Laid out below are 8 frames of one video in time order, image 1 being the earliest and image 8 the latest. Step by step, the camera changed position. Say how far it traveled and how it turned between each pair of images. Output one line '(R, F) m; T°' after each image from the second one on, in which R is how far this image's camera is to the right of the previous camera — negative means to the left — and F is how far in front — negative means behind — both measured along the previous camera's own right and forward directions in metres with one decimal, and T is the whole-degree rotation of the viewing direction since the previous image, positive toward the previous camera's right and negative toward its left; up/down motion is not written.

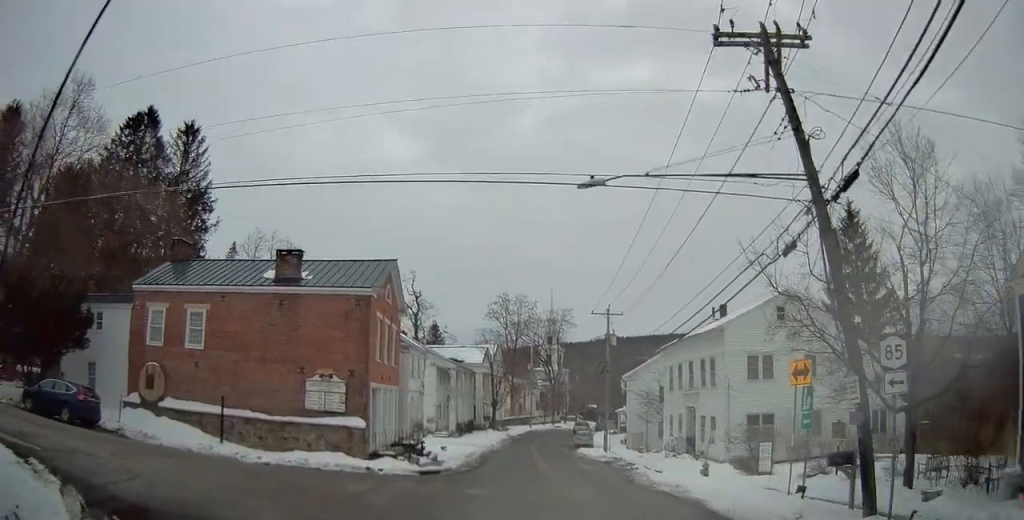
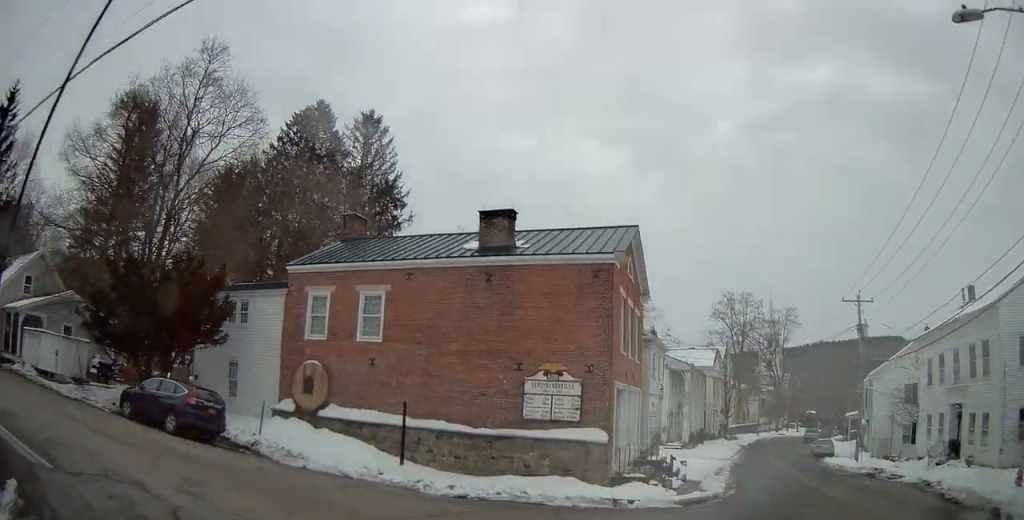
(-0.9, +5.3) m; -22°
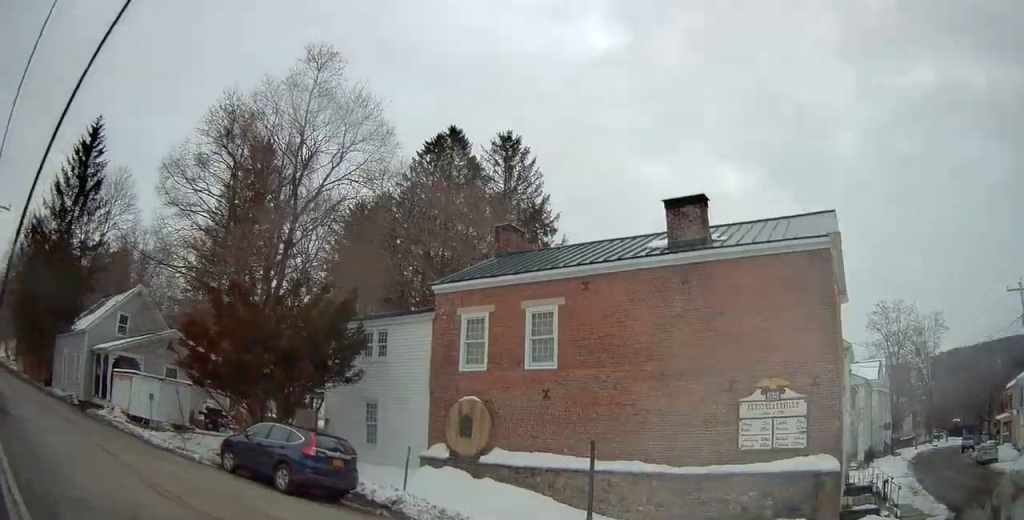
(-0.2, +3.6) m; -9°
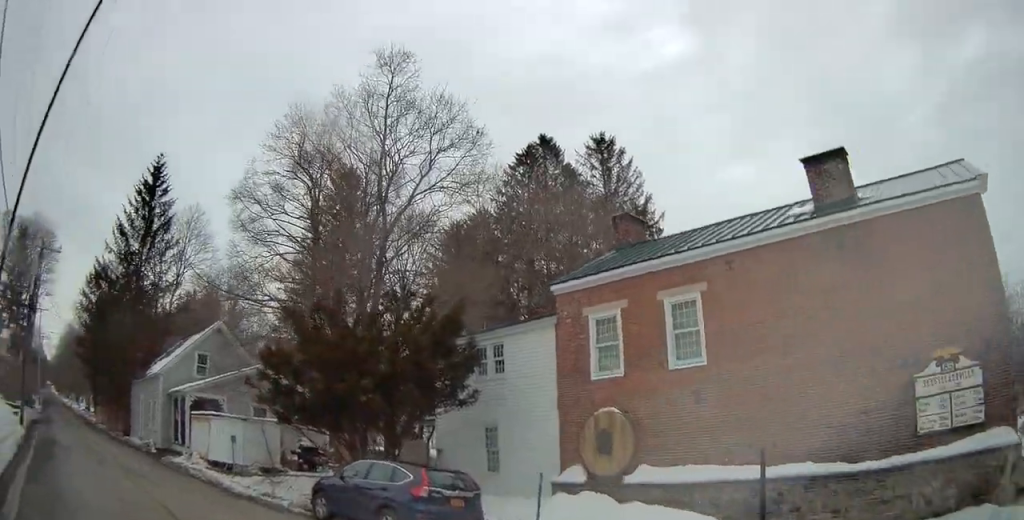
(-0.1, +2.5) m; -6°
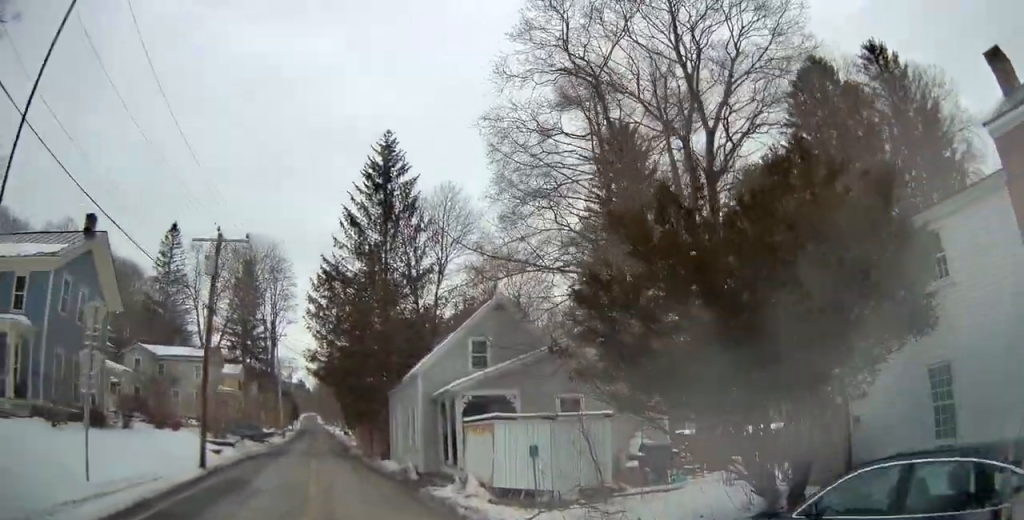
(-1.4, +7.4) m; -22°
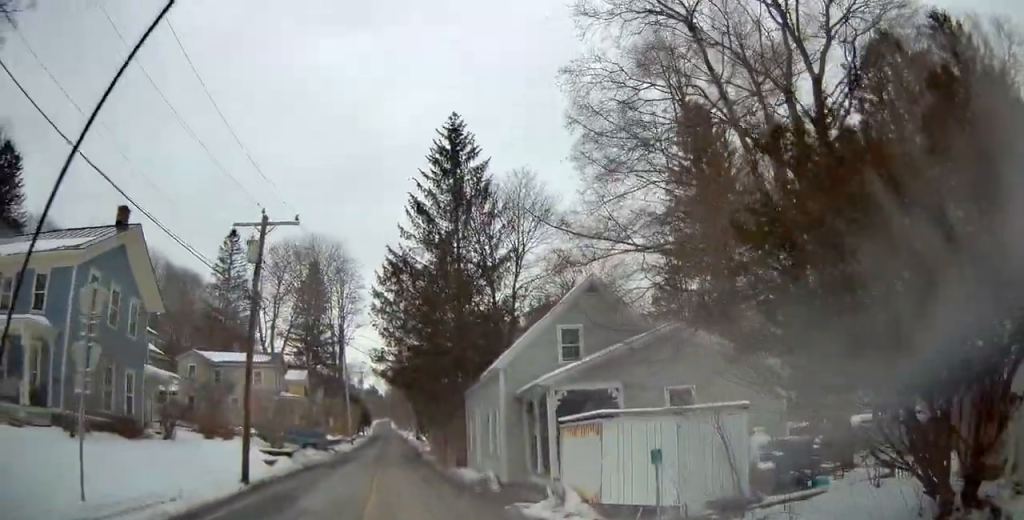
(0.0, +2.6) m; -8°
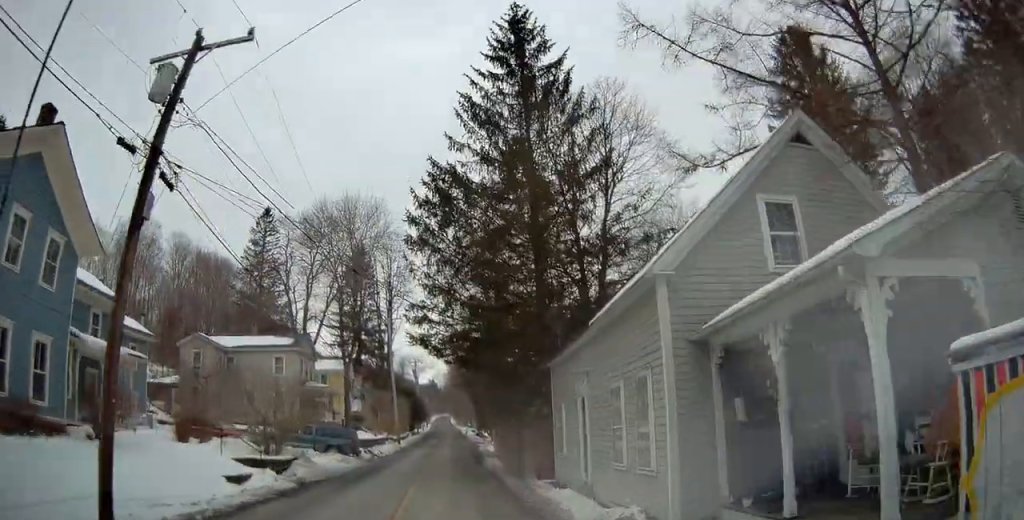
(-1.8, +8.6) m; -16°
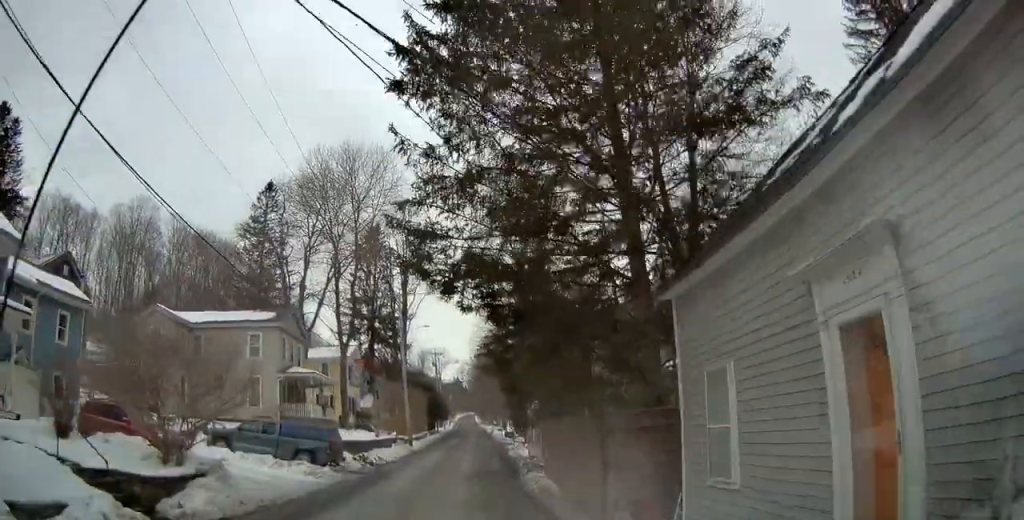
(-0.5, +8.3) m; -4°
